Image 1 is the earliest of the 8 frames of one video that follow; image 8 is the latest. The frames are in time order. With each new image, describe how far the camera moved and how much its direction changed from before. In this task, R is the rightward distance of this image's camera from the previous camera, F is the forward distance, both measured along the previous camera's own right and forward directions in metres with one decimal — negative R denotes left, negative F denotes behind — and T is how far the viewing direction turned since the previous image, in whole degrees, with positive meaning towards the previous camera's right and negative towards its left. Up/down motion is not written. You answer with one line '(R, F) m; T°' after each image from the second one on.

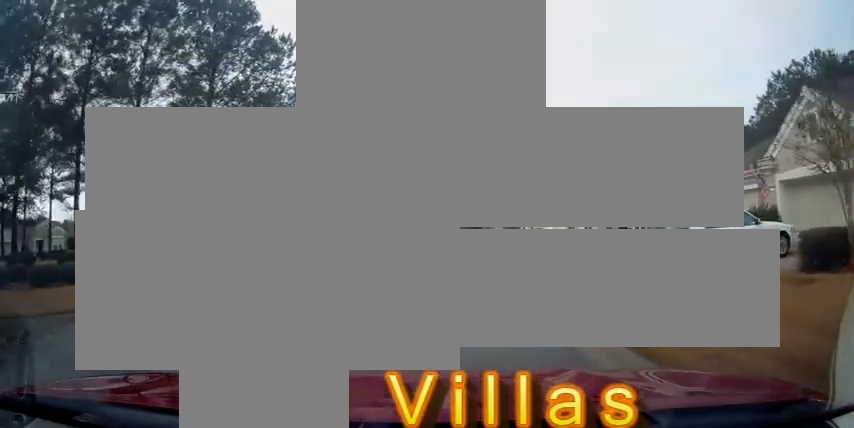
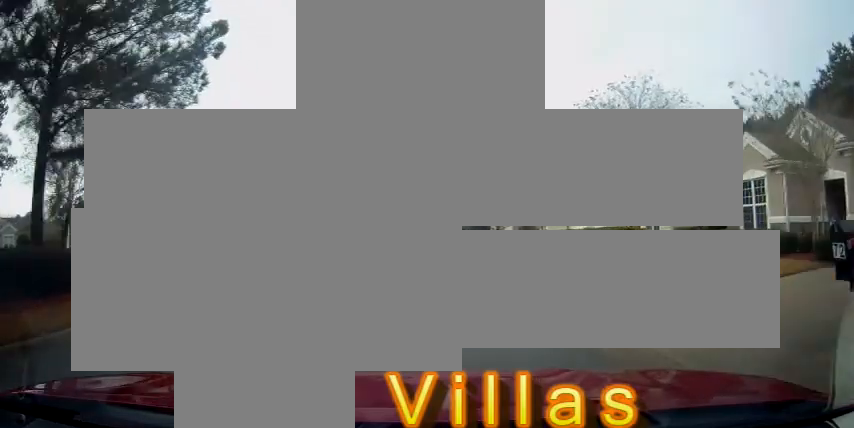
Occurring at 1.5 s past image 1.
(0.0, +11.2) m; +1°
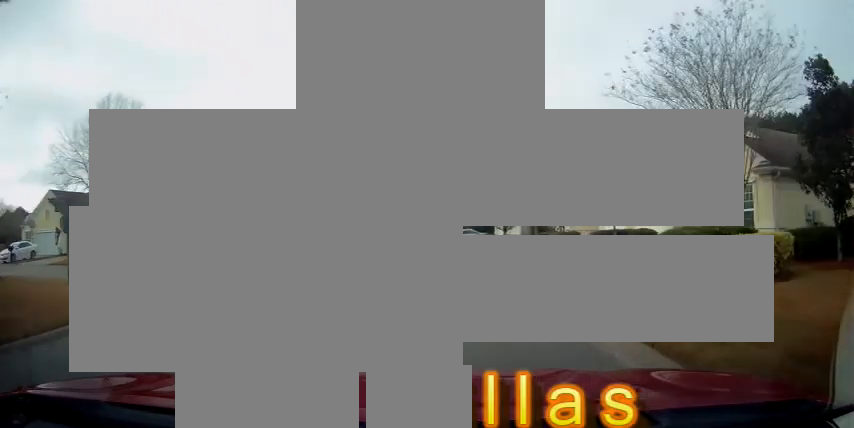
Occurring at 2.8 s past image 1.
(+0.1, +8.8) m; +1°
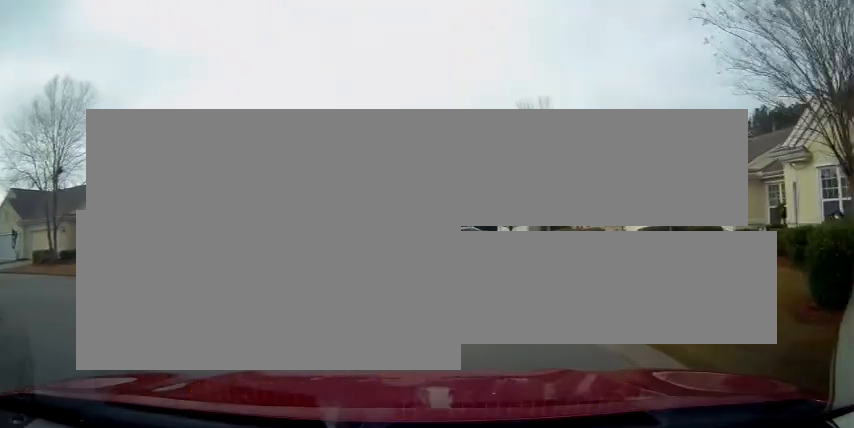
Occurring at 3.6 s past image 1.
(0.0, +6.0) m; 0°
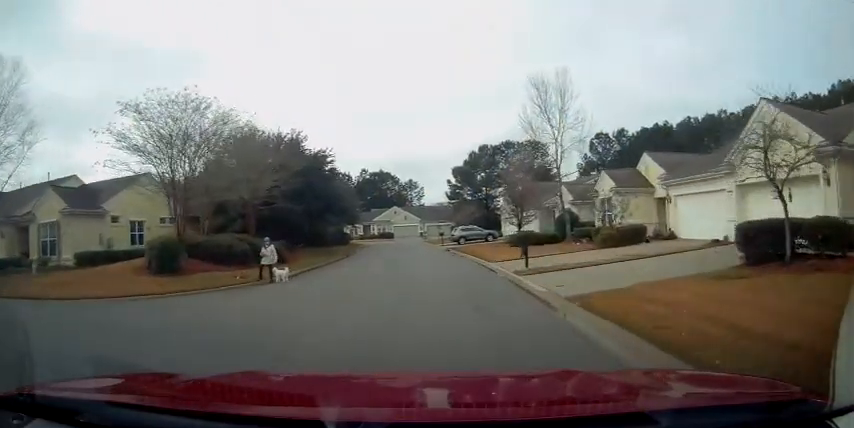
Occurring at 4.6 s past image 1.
(0.0, +6.7) m; -1°
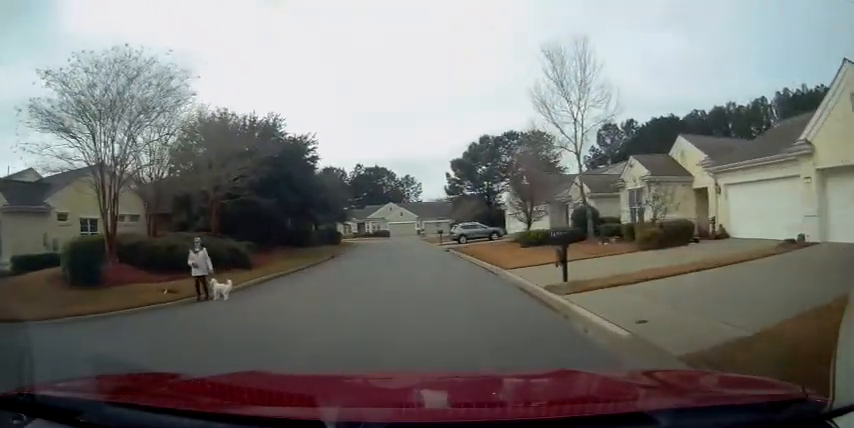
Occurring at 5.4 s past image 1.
(-0.1, +5.0) m; 0°
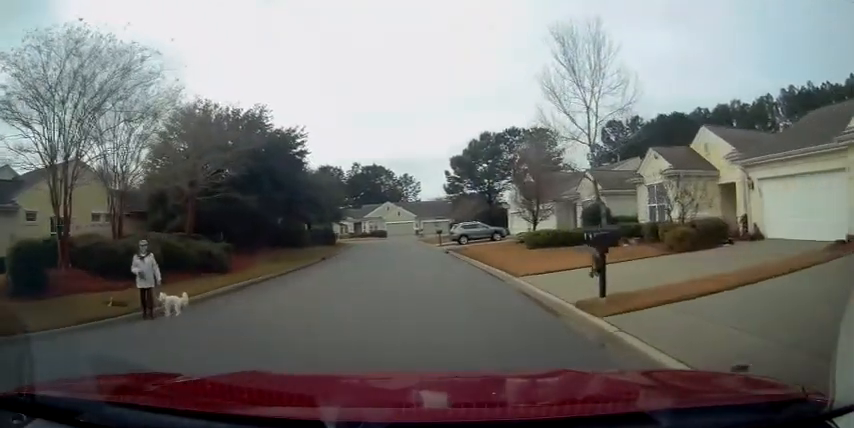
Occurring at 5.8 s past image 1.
(-0.1, +2.6) m; 0°
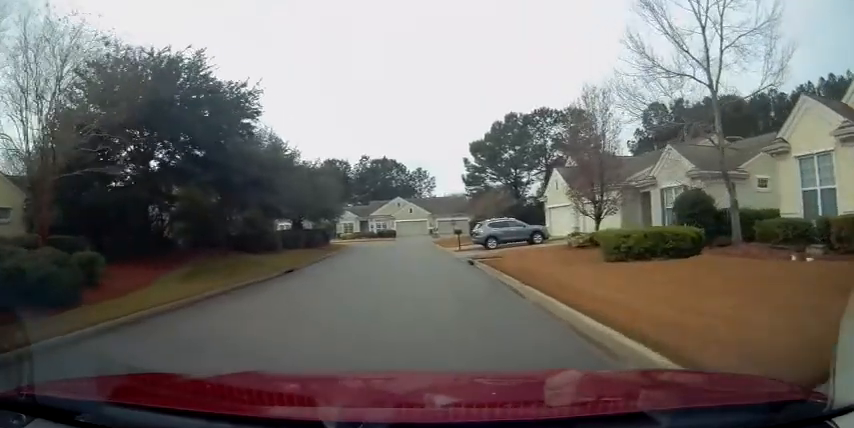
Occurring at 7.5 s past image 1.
(+0.4, +10.6) m; +1°
